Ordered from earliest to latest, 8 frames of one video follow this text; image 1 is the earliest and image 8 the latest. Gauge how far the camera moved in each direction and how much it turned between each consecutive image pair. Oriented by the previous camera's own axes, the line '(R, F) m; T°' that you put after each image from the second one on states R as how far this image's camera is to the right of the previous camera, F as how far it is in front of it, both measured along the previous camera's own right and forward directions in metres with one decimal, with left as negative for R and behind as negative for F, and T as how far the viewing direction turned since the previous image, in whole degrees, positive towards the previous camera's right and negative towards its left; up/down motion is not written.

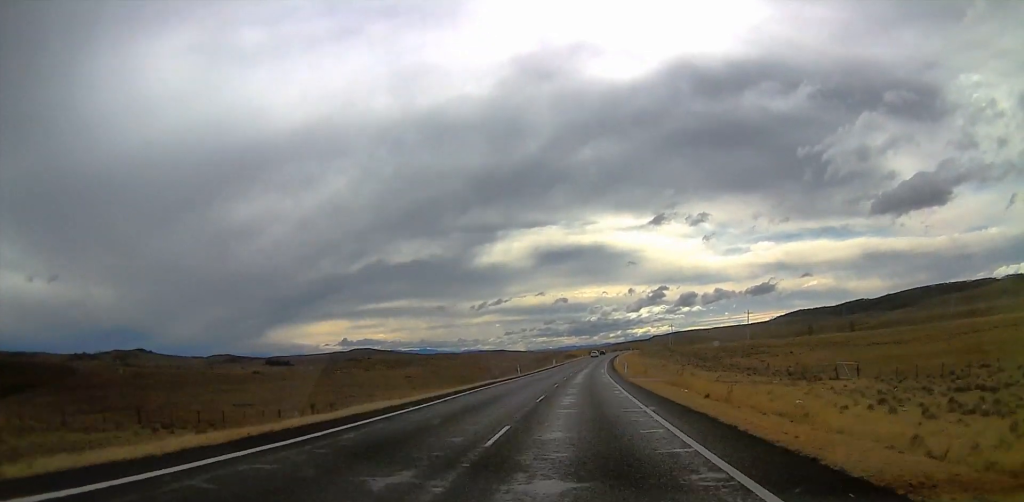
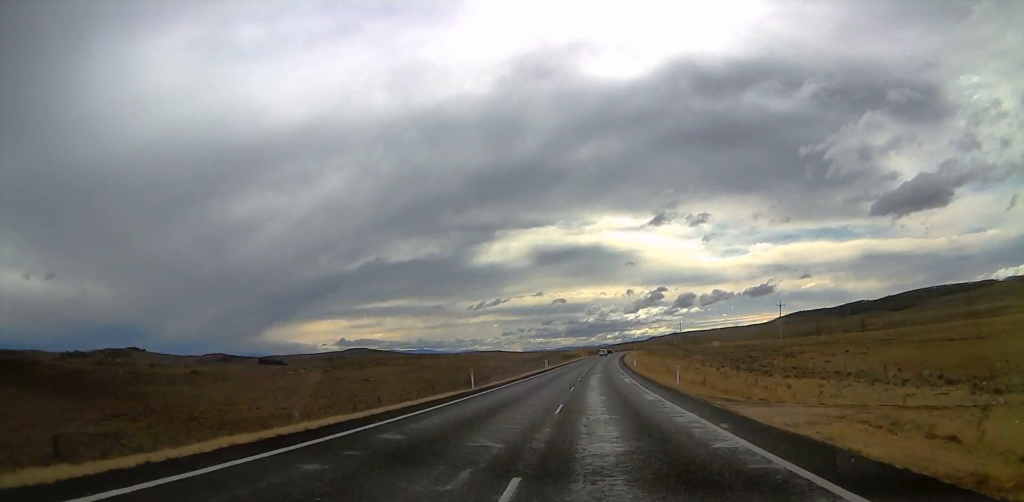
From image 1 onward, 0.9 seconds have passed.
(-0.3, +32.0) m; -1°
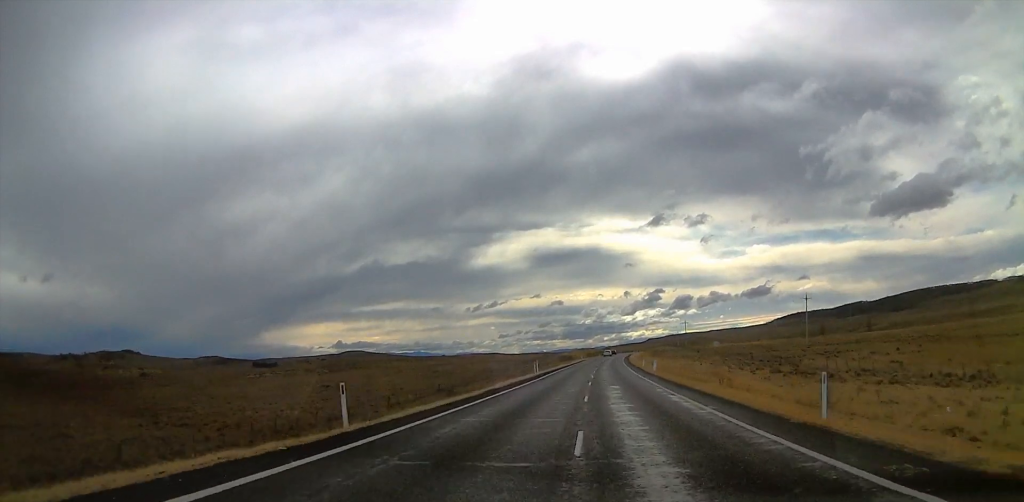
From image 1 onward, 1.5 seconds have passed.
(-0.1, +21.2) m; 0°
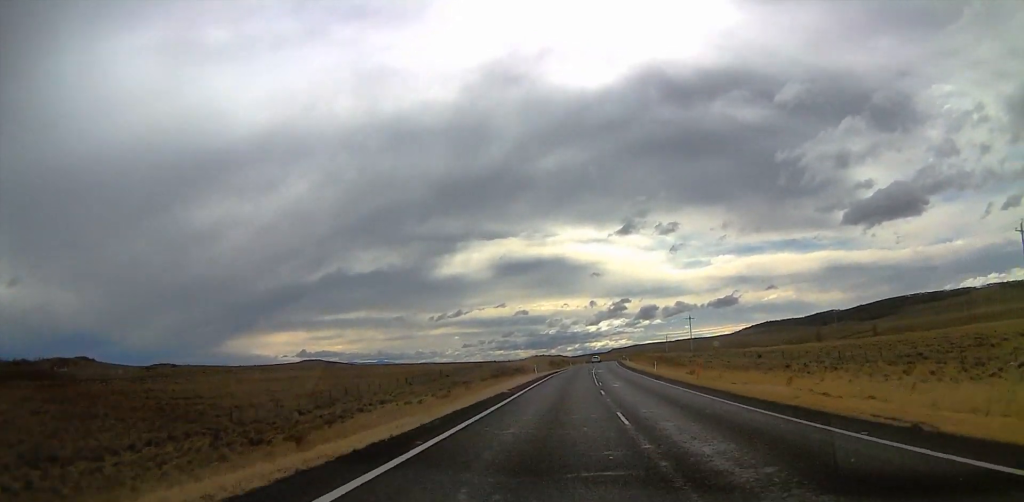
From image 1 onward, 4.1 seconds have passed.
(+1.0, +83.1) m; +4°
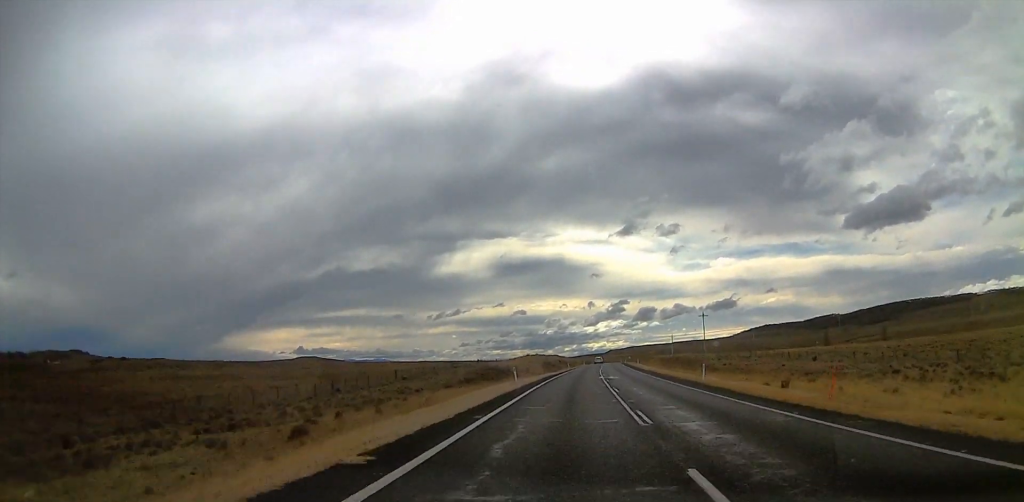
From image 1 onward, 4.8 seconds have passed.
(+0.5, +17.9) m; 0°
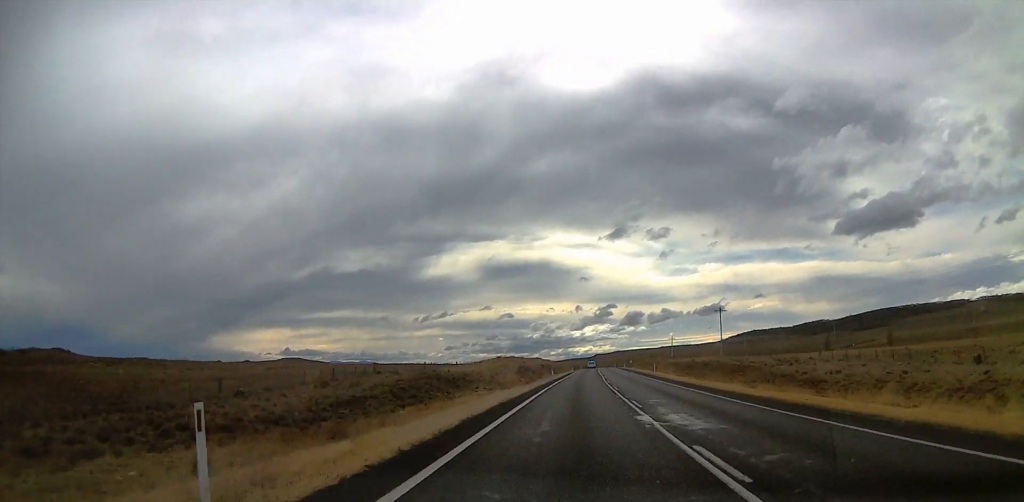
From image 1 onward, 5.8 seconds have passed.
(-0.2, +27.0) m; +1°
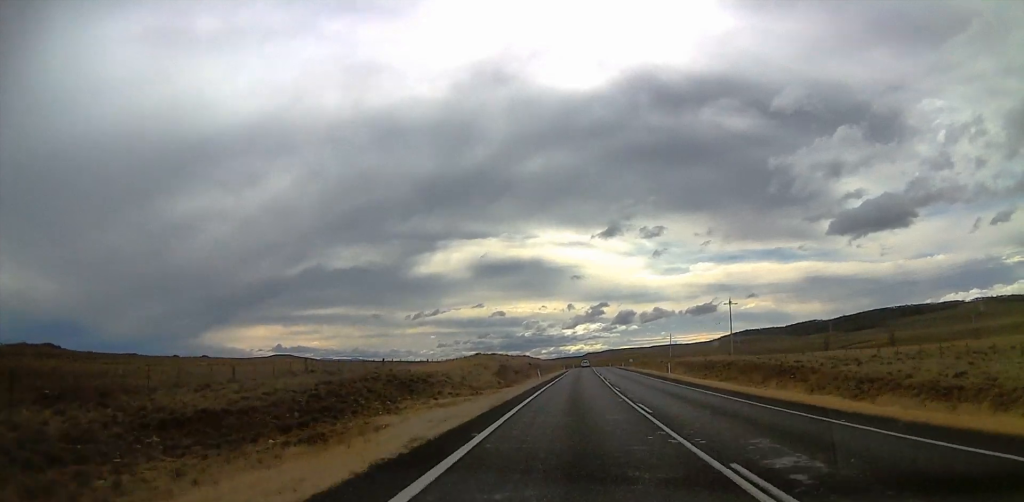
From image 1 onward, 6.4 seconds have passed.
(-0.2, +12.9) m; +1°
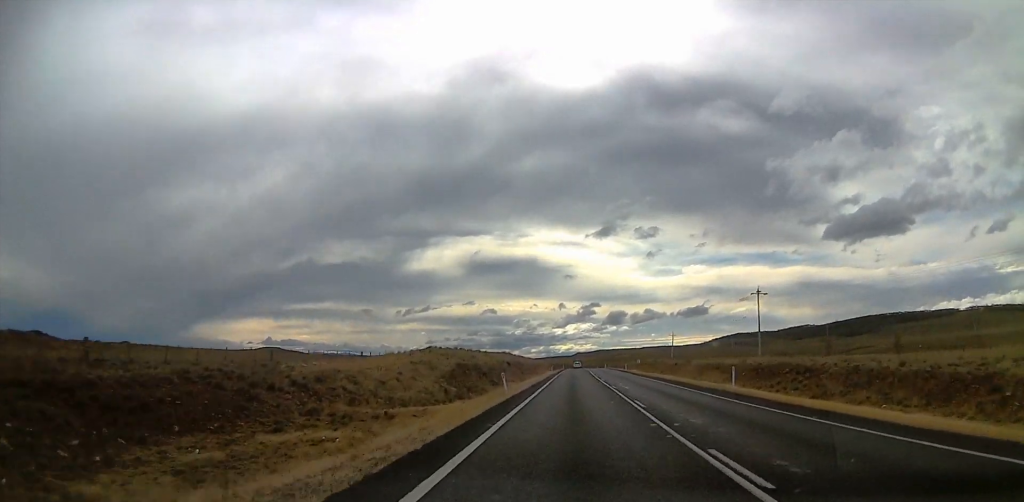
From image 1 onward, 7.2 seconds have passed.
(+0.8, +21.1) m; +2°
